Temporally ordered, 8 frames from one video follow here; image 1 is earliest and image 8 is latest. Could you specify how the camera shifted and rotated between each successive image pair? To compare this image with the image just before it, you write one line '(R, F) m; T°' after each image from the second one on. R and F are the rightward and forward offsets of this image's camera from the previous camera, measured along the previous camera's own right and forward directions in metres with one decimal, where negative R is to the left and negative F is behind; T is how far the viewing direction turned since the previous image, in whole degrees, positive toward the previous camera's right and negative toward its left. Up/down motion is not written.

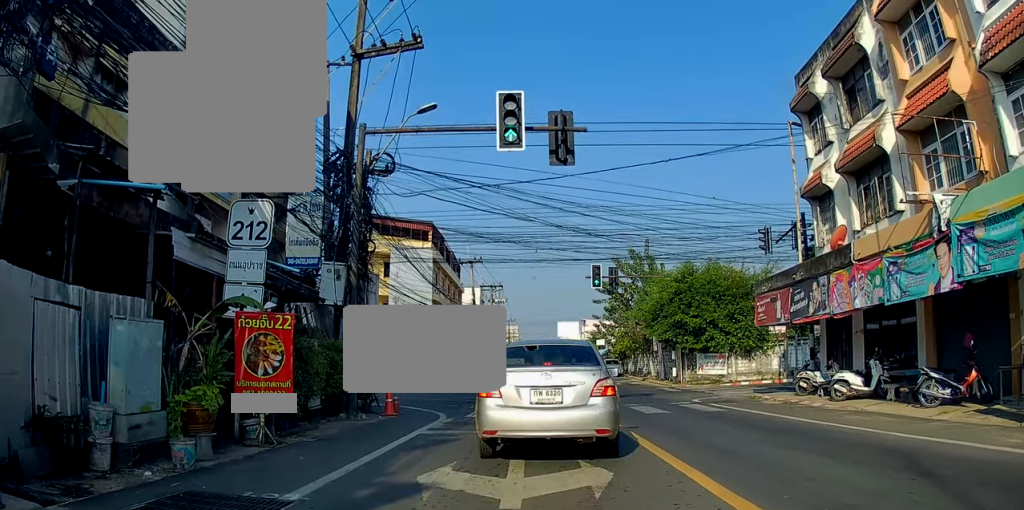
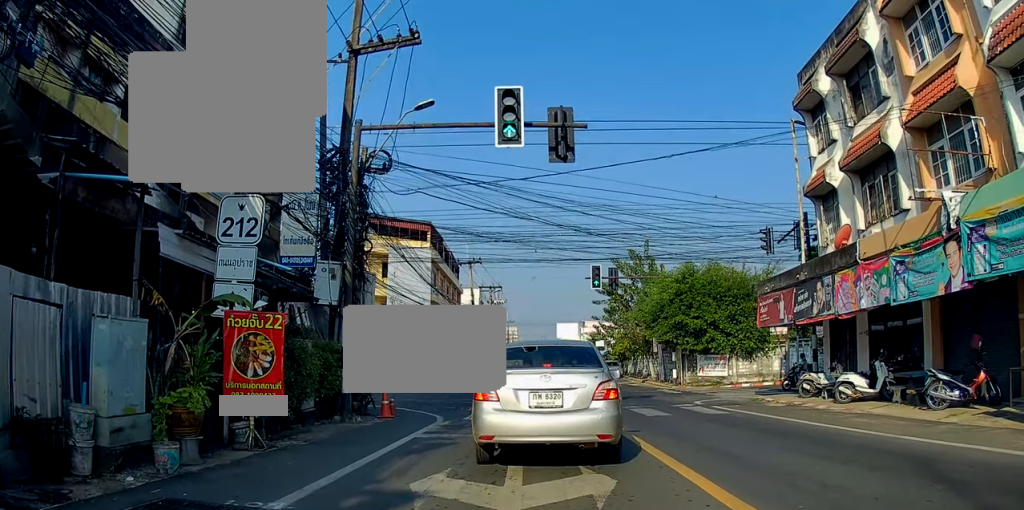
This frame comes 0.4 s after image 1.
(0.0, +1.1) m; -1°
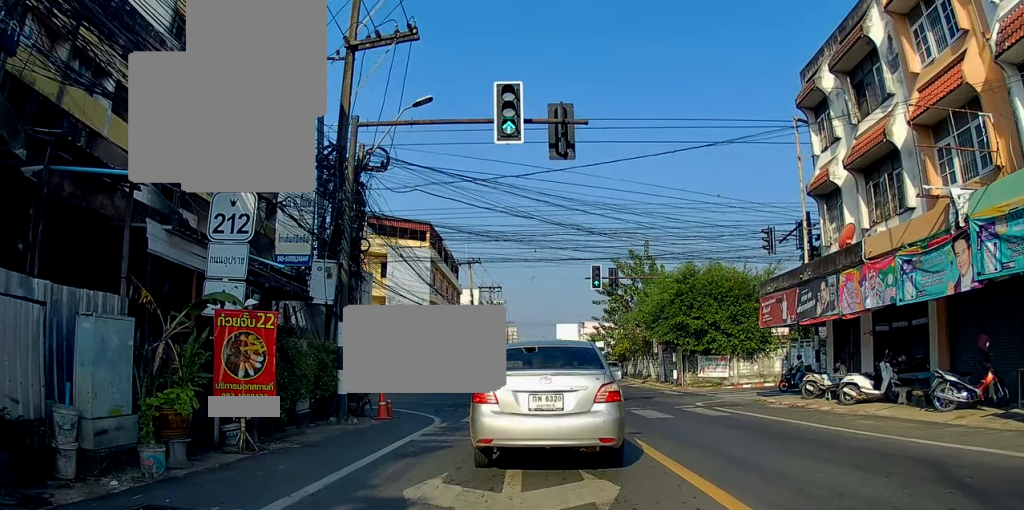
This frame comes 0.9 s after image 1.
(-0.1, +1.0) m; -3°
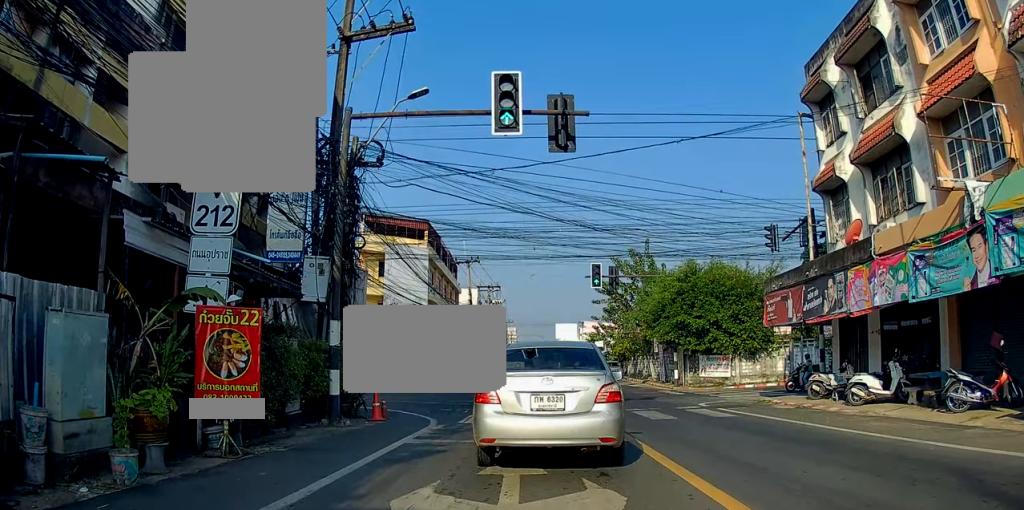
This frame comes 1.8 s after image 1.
(-0.1, +1.7) m; -2°
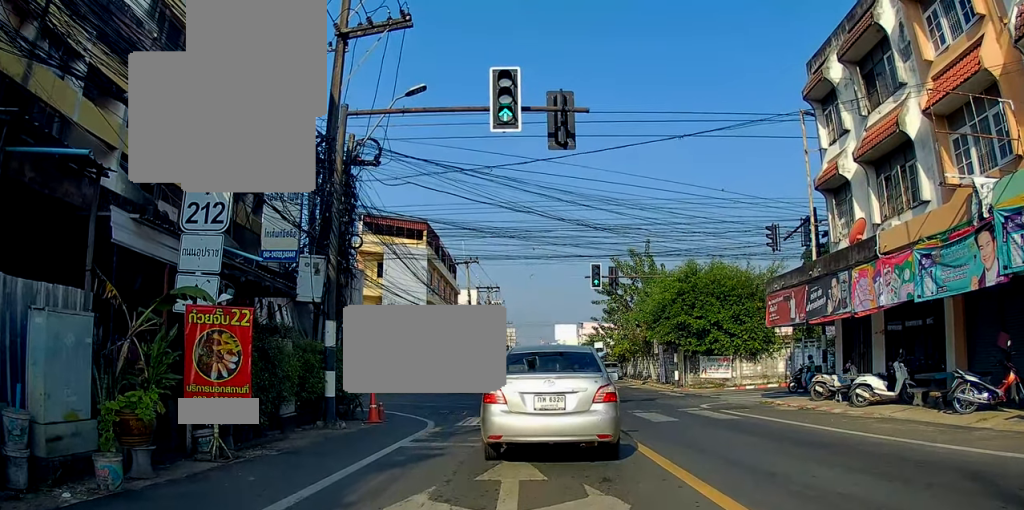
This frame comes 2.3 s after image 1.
(0.0, +1.0) m; 0°
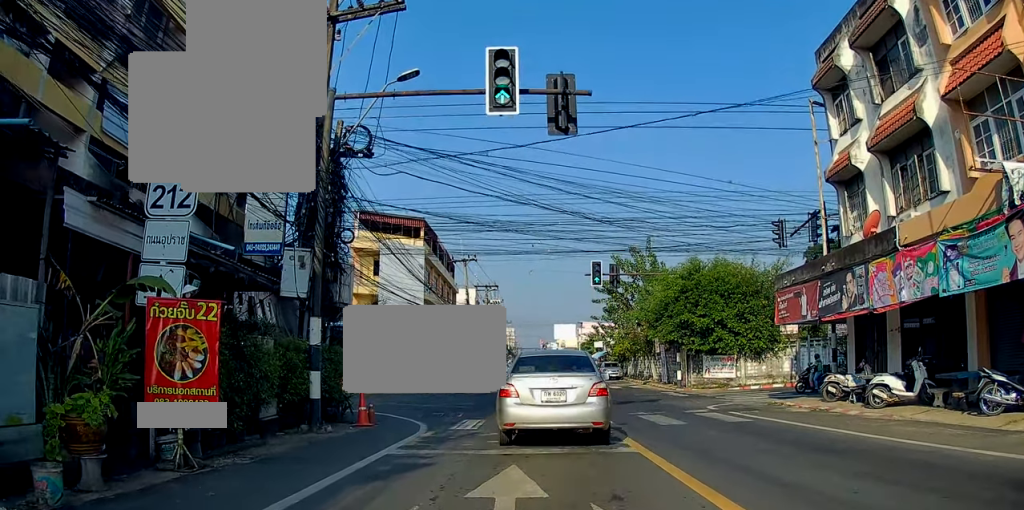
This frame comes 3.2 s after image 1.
(0.0, +1.7) m; +1°
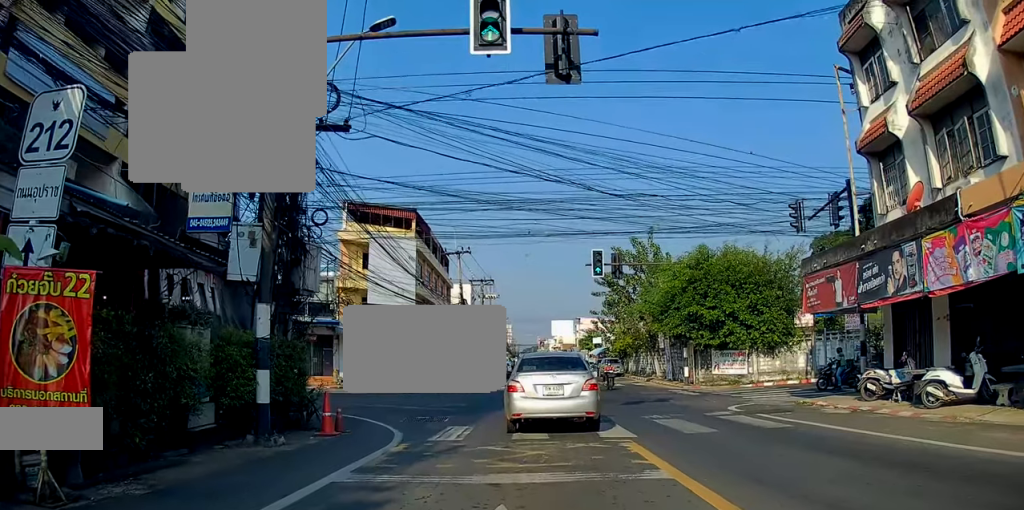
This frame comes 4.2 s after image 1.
(0.0, +2.4) m; 0°
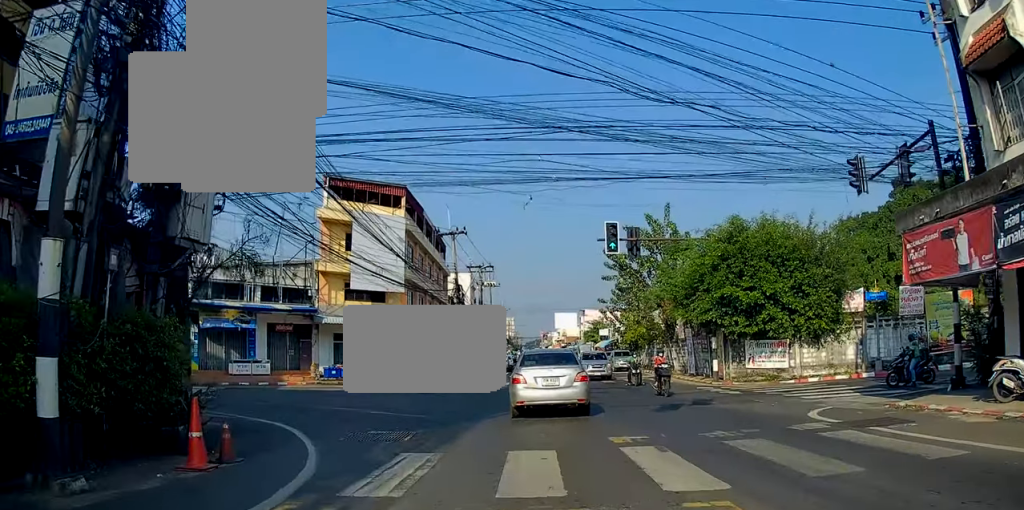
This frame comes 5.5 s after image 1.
(0.0, +3.5) m; 0°
